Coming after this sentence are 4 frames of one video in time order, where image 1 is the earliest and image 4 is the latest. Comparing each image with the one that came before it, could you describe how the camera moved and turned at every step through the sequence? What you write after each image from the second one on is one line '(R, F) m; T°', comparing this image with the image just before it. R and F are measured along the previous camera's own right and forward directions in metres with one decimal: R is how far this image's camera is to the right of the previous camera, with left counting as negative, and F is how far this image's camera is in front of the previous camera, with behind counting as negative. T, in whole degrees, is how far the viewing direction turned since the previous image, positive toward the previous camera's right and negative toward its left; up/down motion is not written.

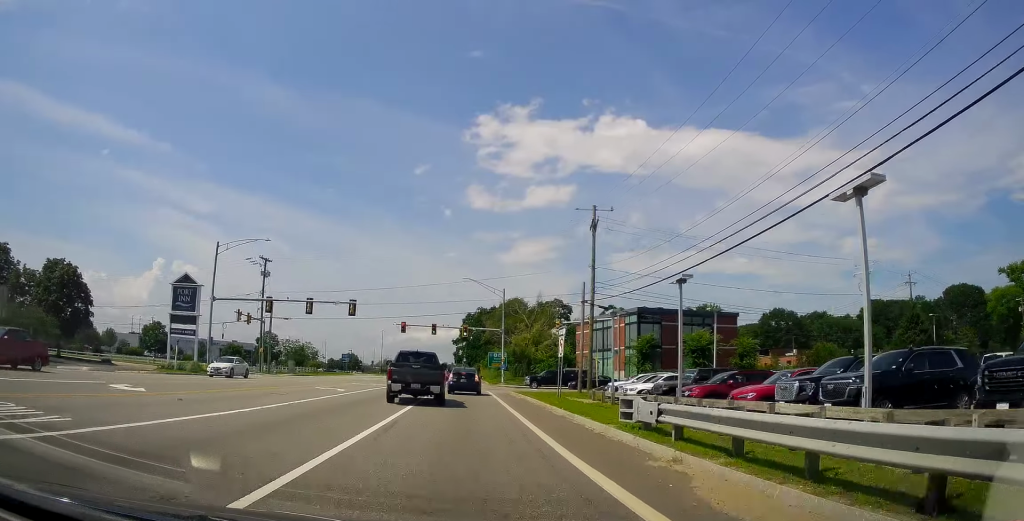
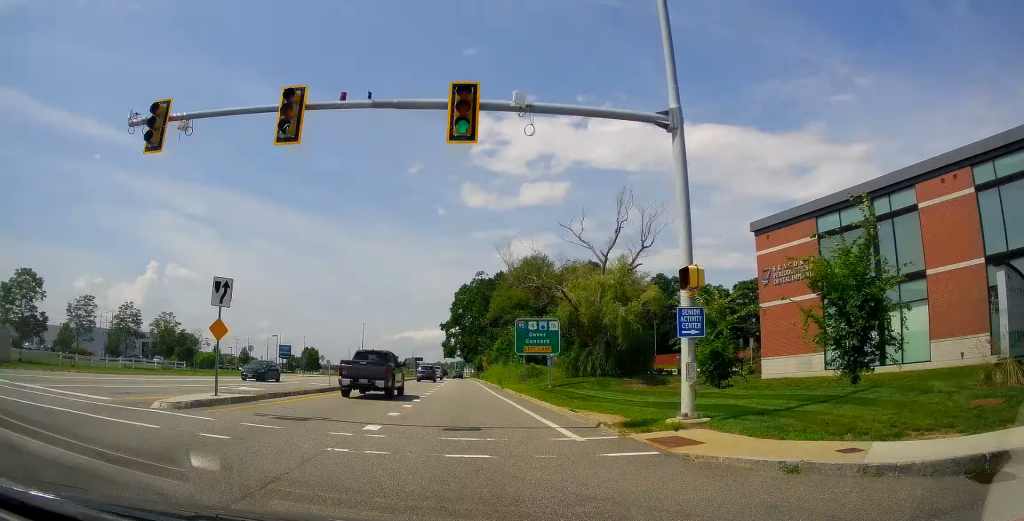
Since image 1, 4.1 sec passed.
(-0.9, +54.8) m; -2°
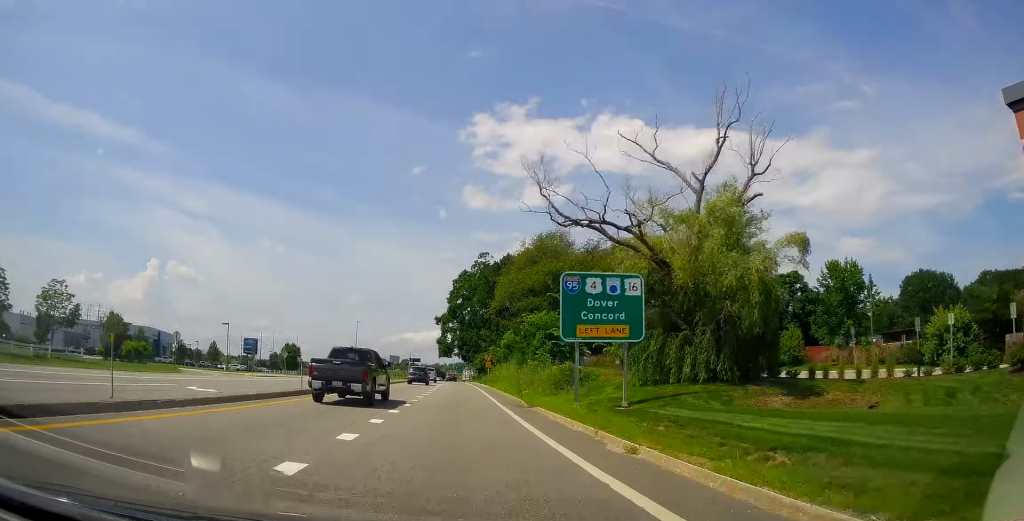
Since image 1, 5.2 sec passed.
(+0.2, +18.0) m; +1°
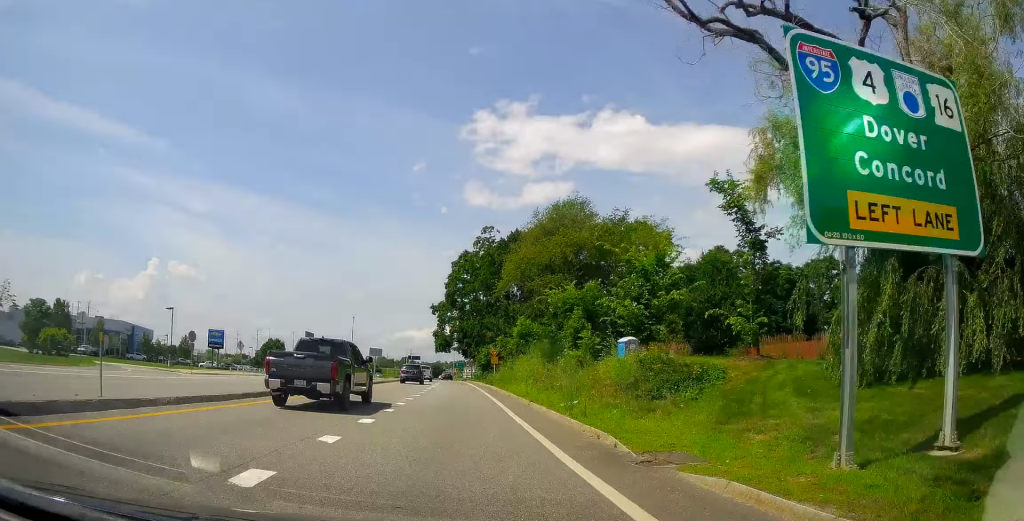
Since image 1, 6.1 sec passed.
(+0.1, +14.4) m; +1°
